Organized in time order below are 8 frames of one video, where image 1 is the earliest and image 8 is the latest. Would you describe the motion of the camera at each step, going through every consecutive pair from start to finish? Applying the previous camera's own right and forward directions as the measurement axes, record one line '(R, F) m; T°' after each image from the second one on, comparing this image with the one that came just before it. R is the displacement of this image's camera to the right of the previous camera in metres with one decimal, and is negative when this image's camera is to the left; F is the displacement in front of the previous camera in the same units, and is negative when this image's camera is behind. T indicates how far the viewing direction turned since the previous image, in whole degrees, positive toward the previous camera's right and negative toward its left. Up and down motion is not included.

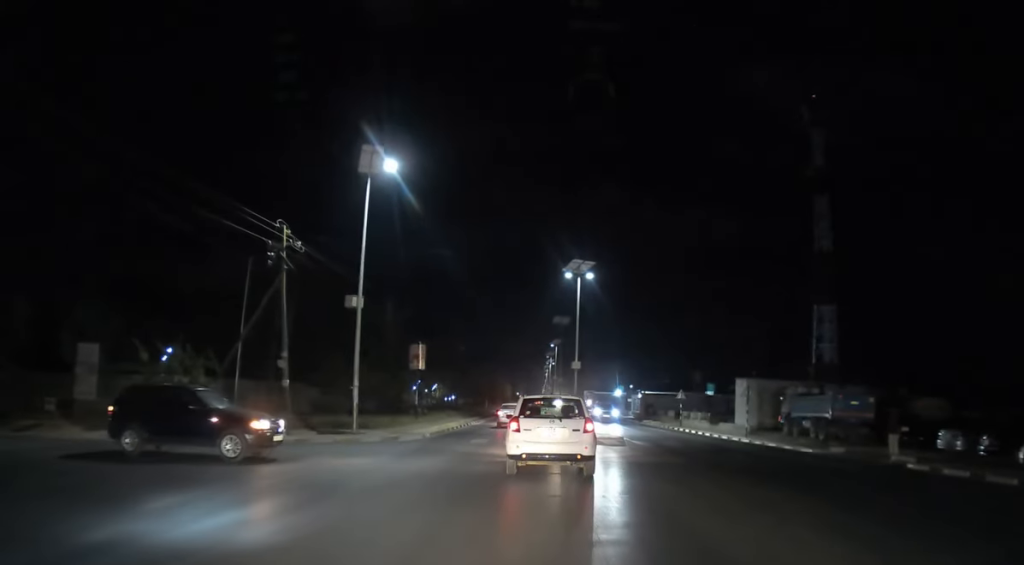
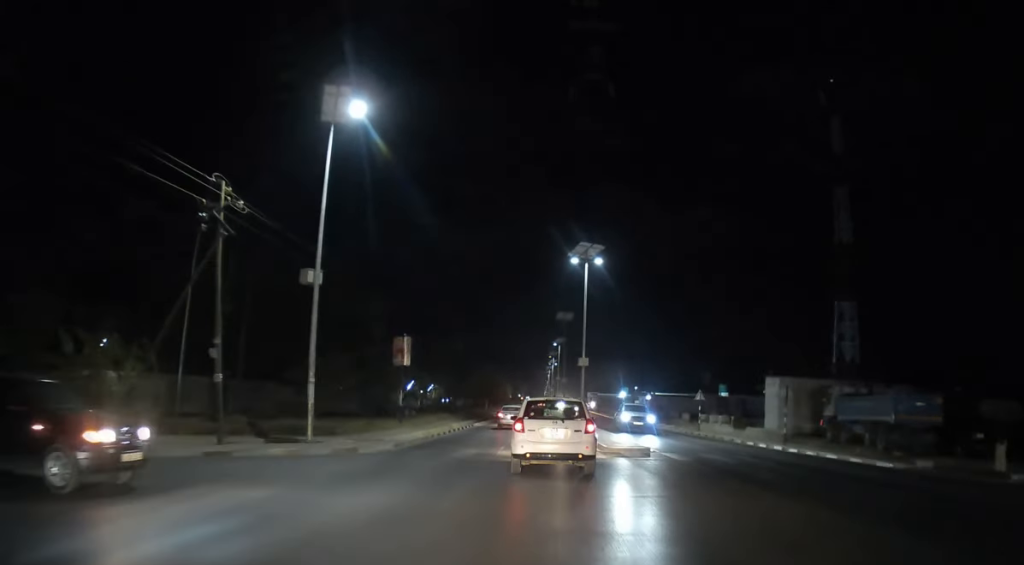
(0.0, +6.5) m; 0°
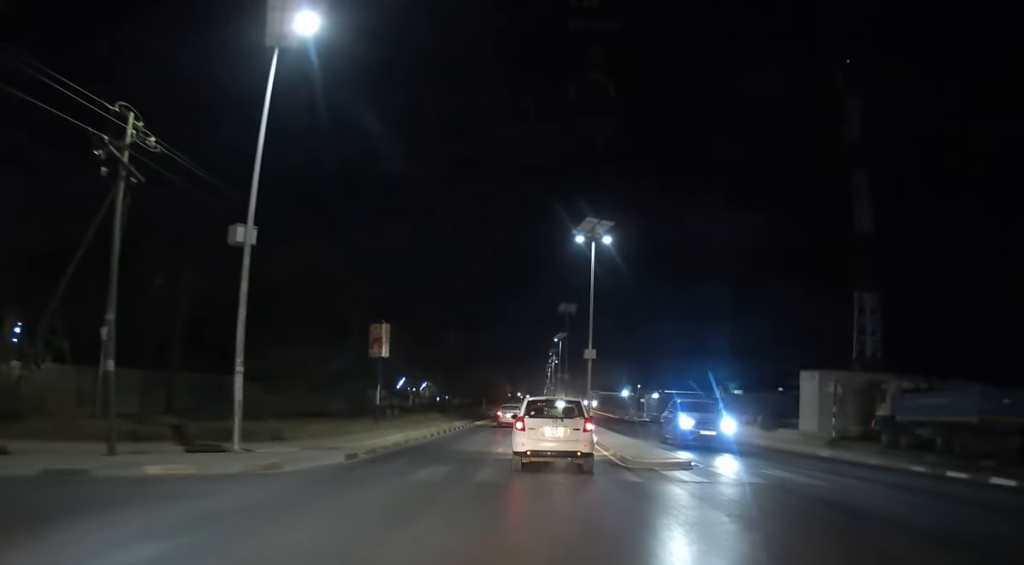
(0.0, +6.0) m; 0°
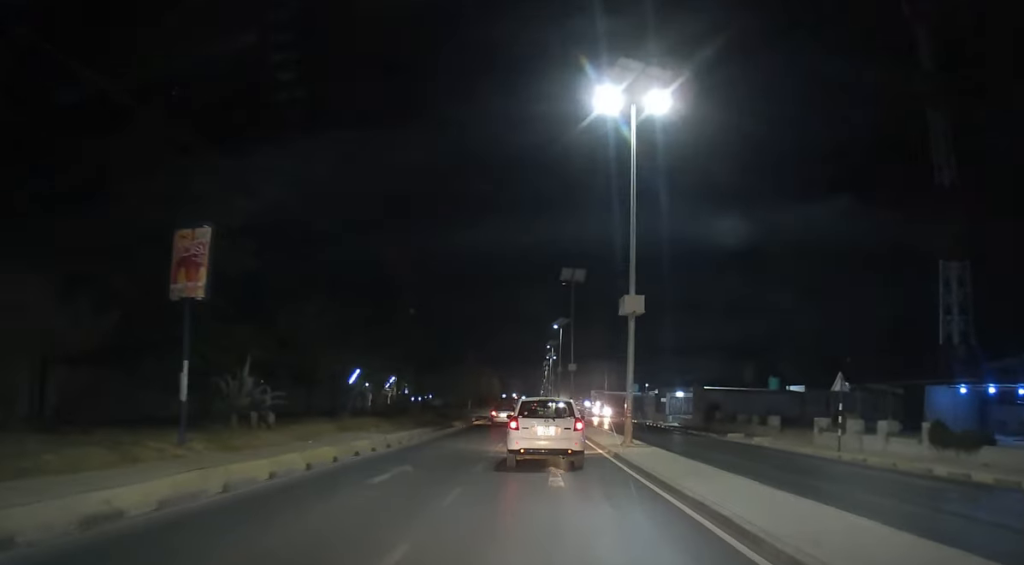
(0.0, +20.5) m; 0°
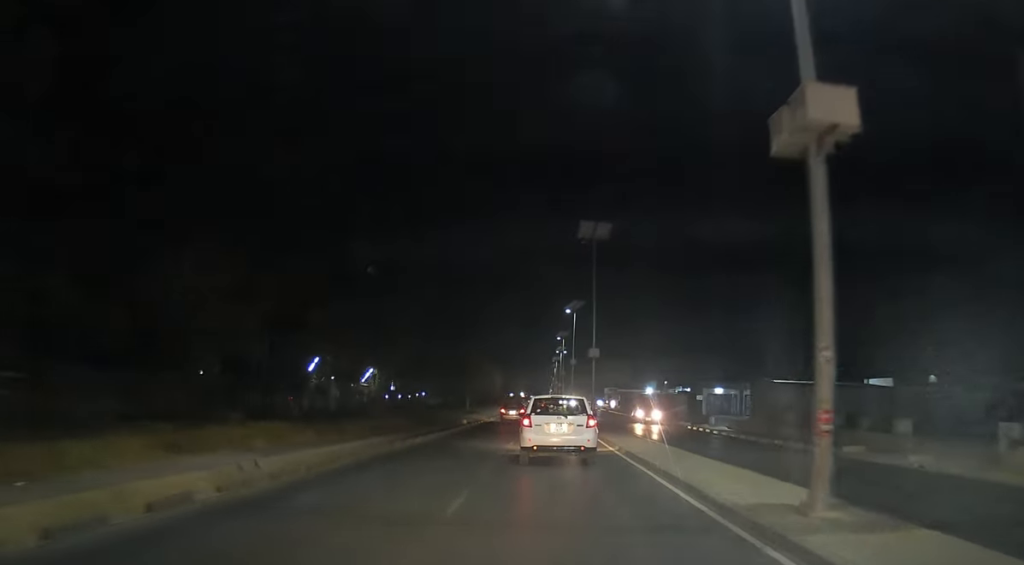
(-0.2, +15.1) m; -1°
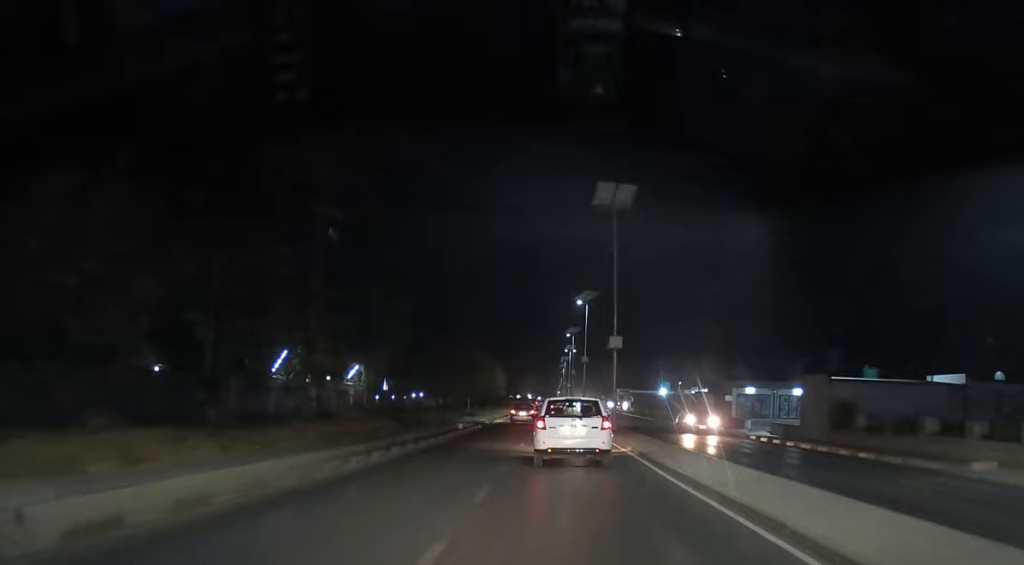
(-0.1, +8.2) m; 0°
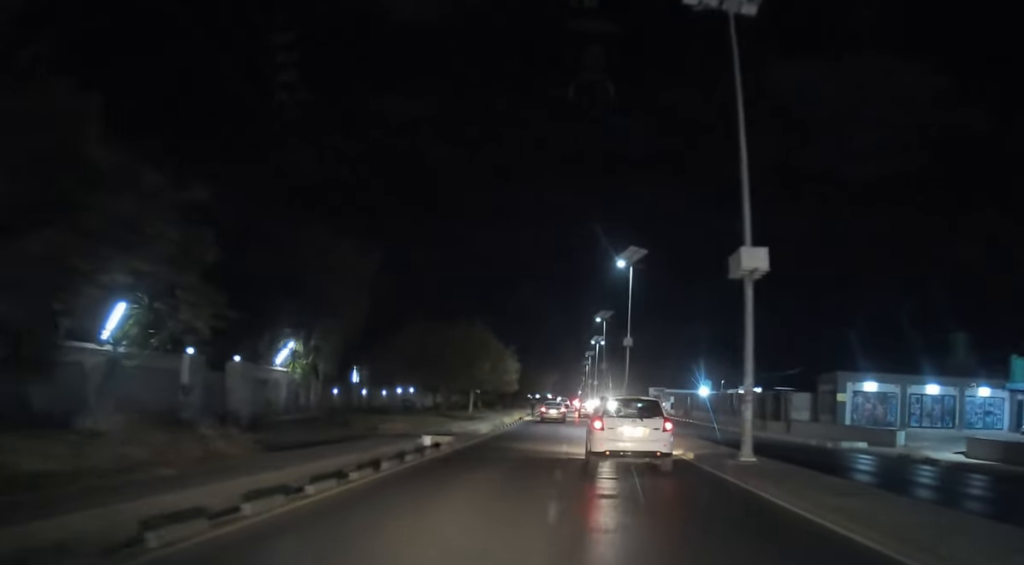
(0.0, +20.1) m; 0°
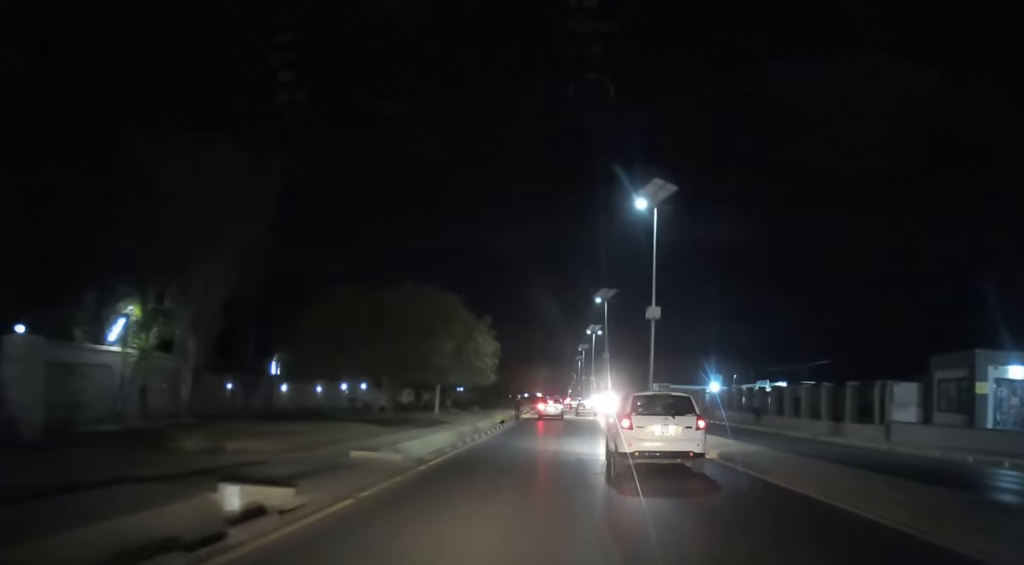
(-0.1, +15.5) m; 0°
